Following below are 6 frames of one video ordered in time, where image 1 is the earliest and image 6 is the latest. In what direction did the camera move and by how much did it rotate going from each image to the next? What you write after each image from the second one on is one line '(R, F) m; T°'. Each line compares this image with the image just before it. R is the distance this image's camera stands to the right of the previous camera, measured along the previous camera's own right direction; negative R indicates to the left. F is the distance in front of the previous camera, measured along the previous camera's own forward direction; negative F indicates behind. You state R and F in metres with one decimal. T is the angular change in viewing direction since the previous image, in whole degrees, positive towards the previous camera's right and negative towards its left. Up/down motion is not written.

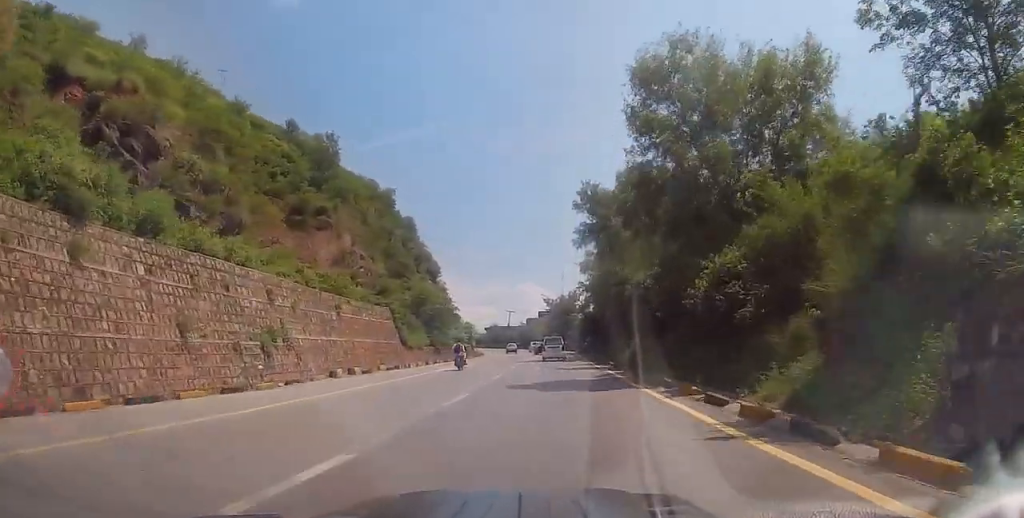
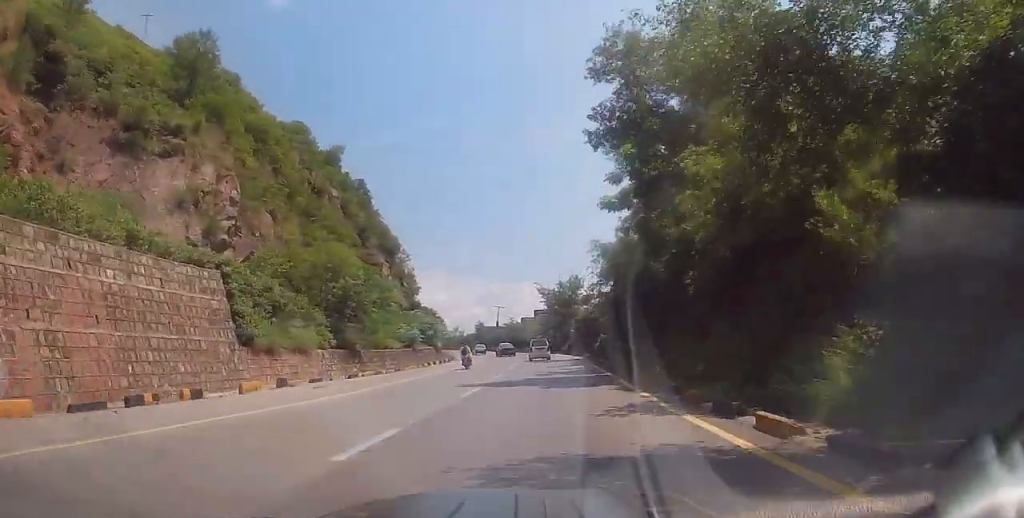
(+0.2, +24.0) m; 0°
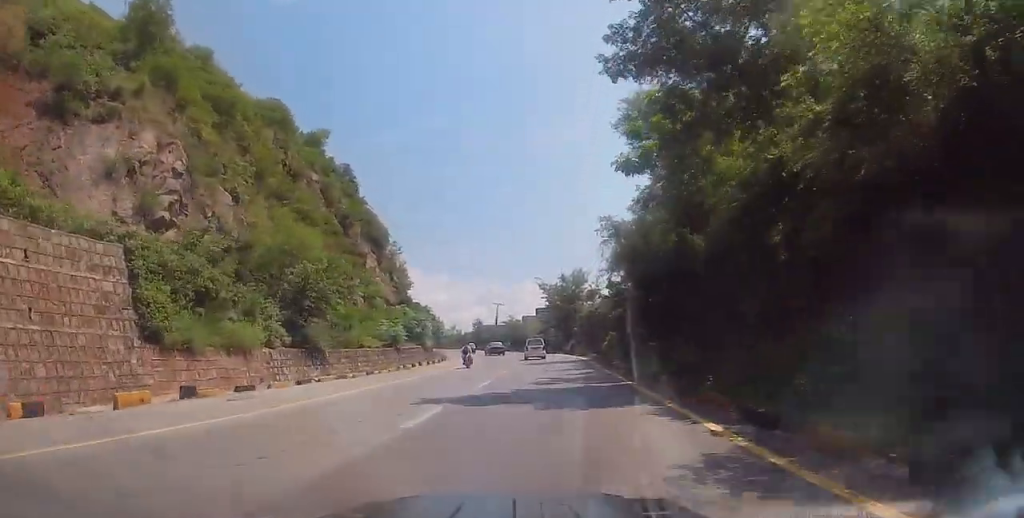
(0.0, +6.0) m; 0°
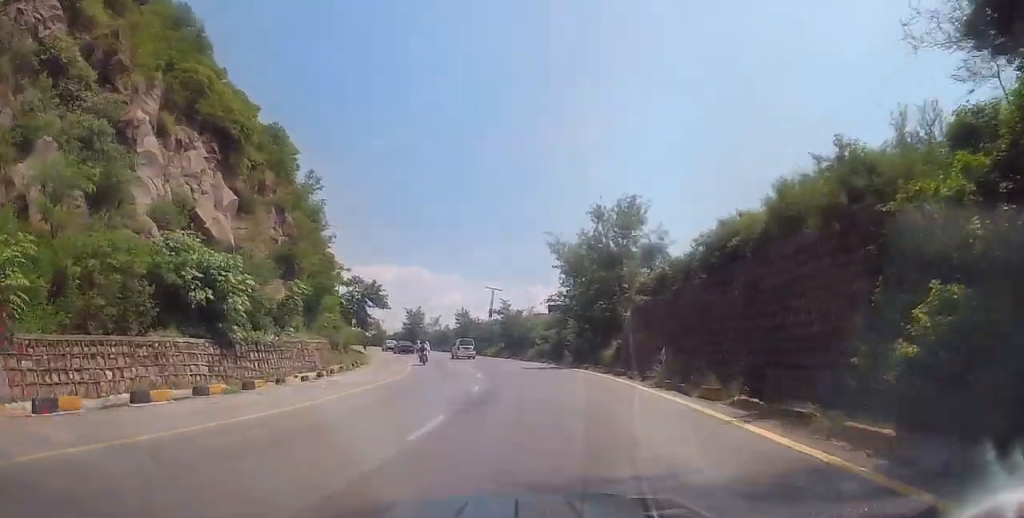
(-0.3, +35.6) m; -1°
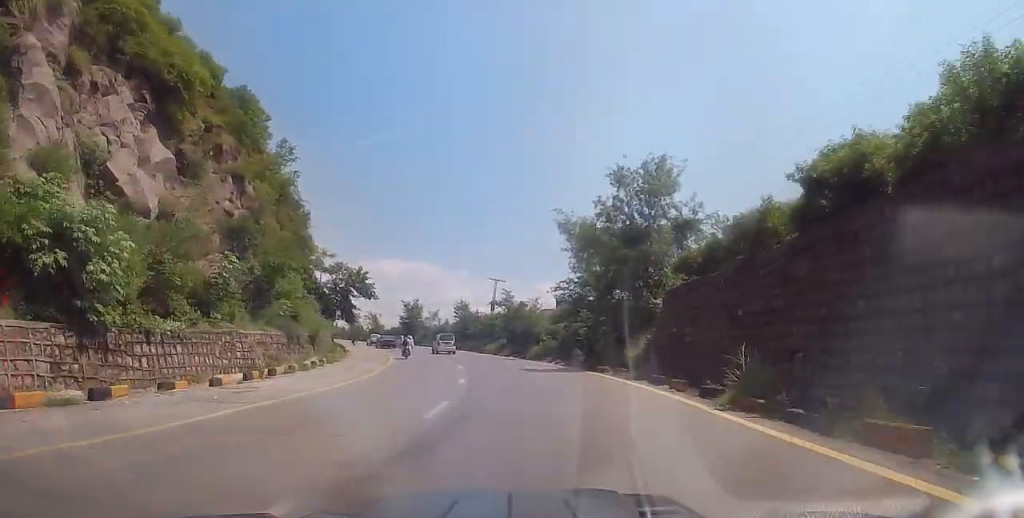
(0.0, +7.1) m; -1°
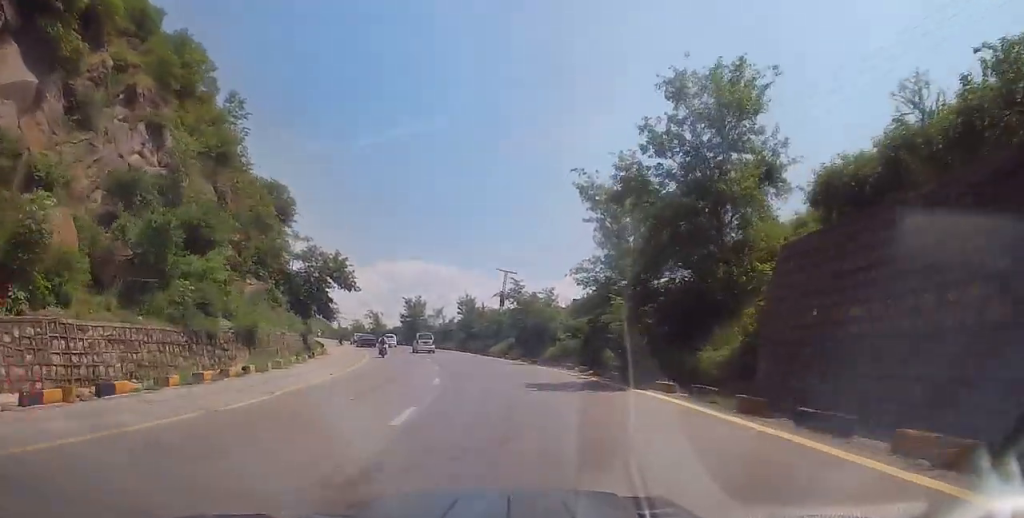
(-0.1, +9.8) m; -2°
